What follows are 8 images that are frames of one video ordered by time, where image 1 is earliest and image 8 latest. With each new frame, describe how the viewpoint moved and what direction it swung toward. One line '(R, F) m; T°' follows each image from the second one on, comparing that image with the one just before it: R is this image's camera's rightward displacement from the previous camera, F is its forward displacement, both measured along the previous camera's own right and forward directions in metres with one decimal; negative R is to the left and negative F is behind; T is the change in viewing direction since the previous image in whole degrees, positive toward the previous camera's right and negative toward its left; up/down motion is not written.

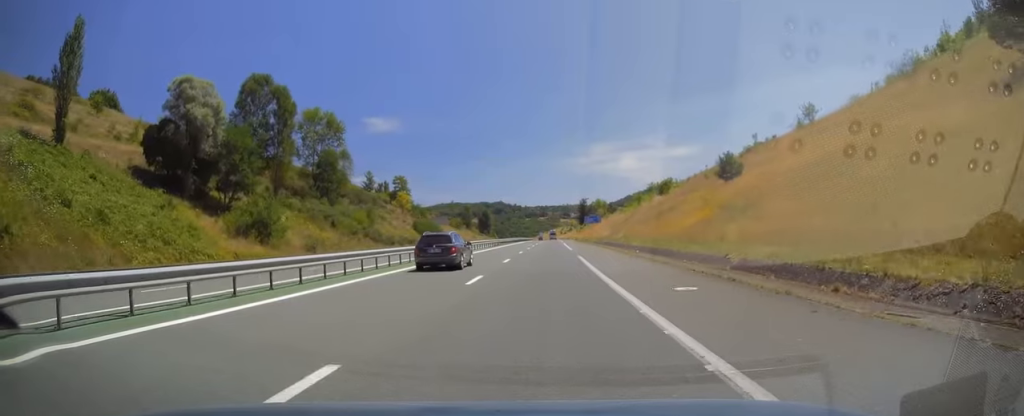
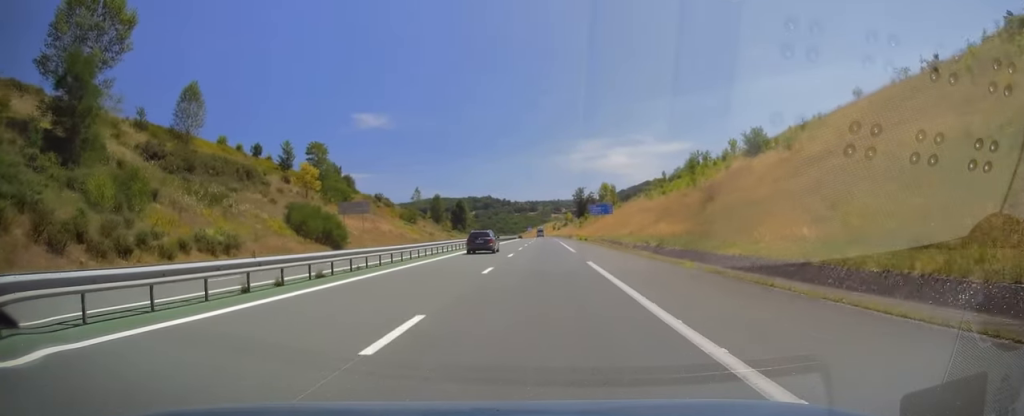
(+0.4, +61.3) m; 0°
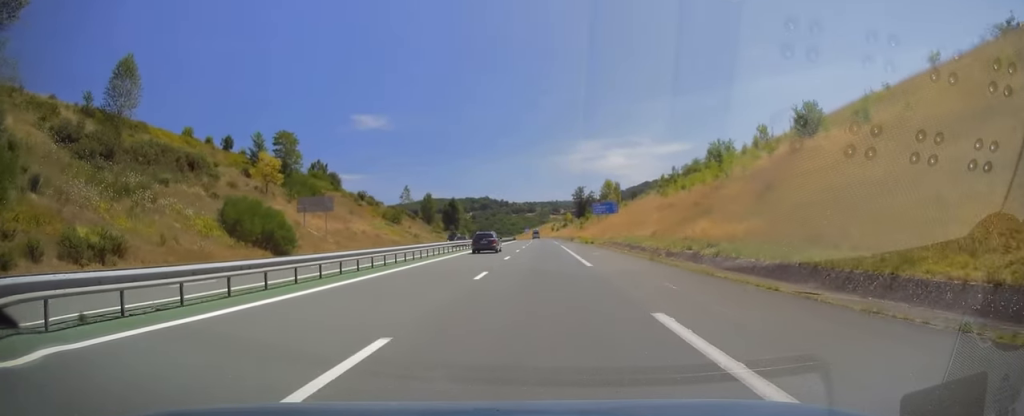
(-0.2, +14.8) m; 0°
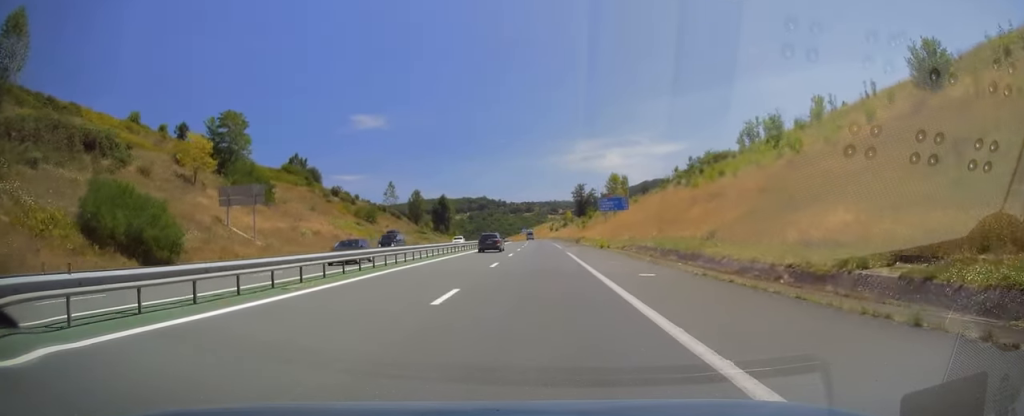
(+0.1, +19.3) m; +1°
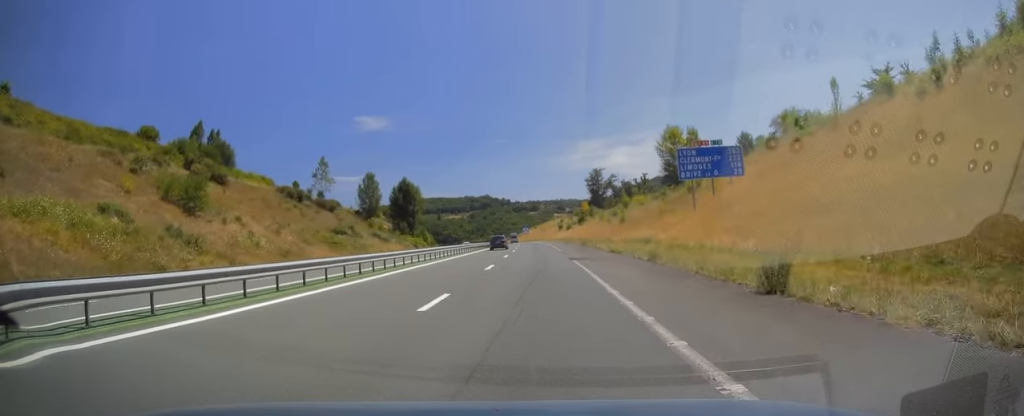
(+0.3, +65.5) m; -1°
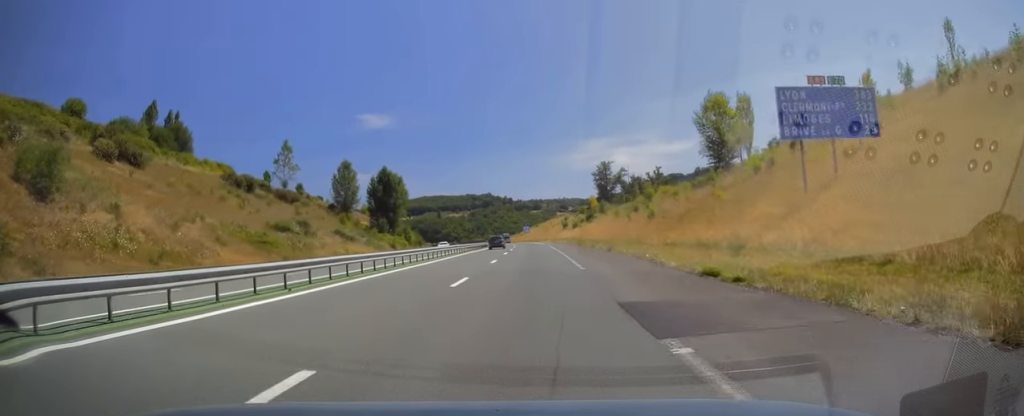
(-0.1, +21.2) m; 0°
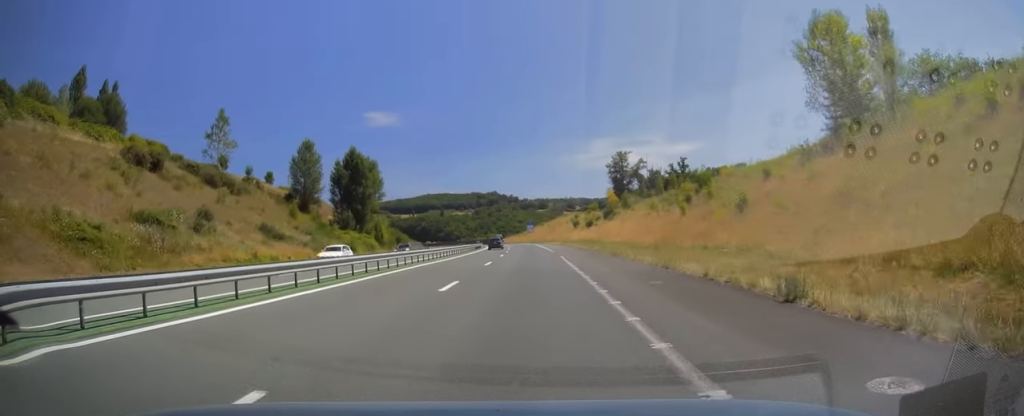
(+0.1, +26.6) m; -1°
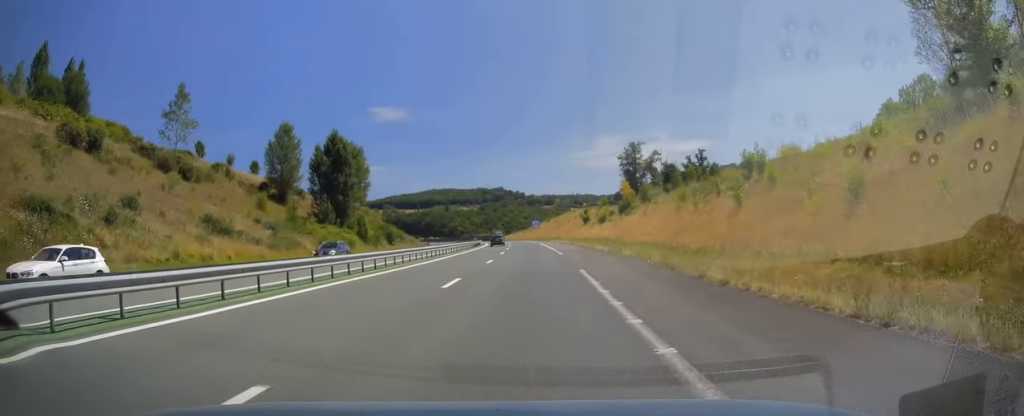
(-0.1, +12.8) m; -1°
